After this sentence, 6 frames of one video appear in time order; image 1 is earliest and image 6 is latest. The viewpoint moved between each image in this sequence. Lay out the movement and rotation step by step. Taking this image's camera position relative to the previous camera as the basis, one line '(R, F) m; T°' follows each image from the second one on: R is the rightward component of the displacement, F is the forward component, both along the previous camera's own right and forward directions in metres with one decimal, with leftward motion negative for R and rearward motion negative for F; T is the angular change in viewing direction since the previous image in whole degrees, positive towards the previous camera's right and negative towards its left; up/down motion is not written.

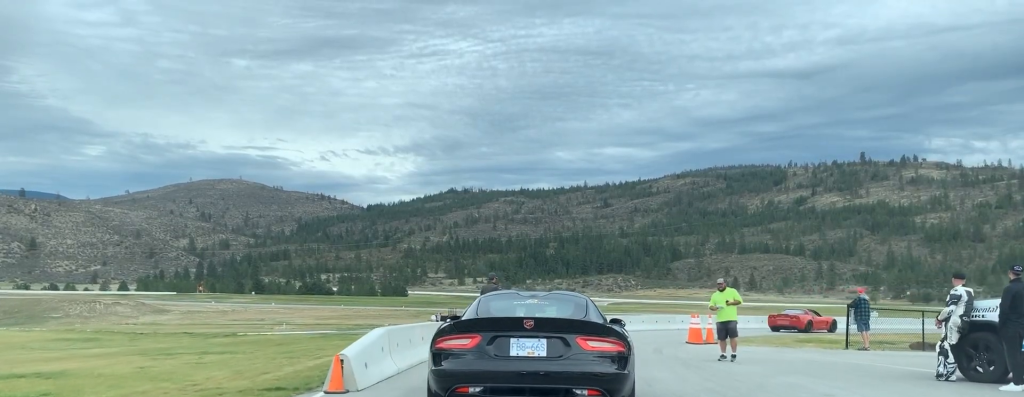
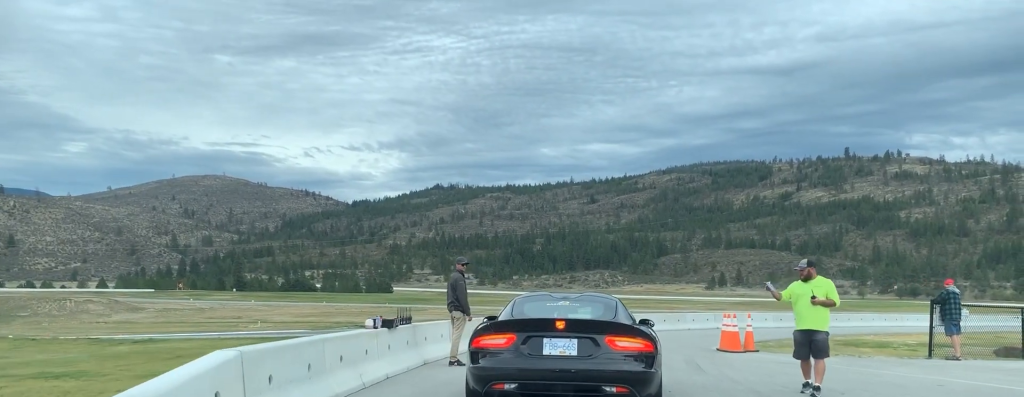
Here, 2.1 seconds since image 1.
(0.0, +5.6) m; -4°
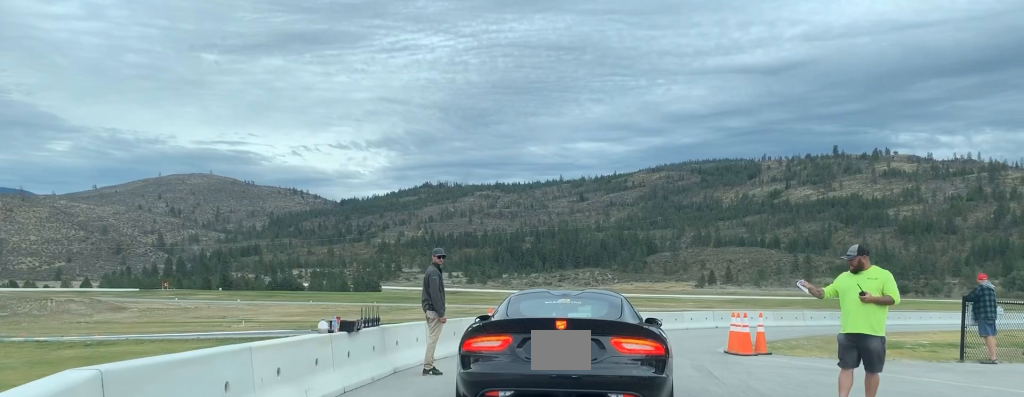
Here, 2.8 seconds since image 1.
(+0.1, +1.5) m; -5°
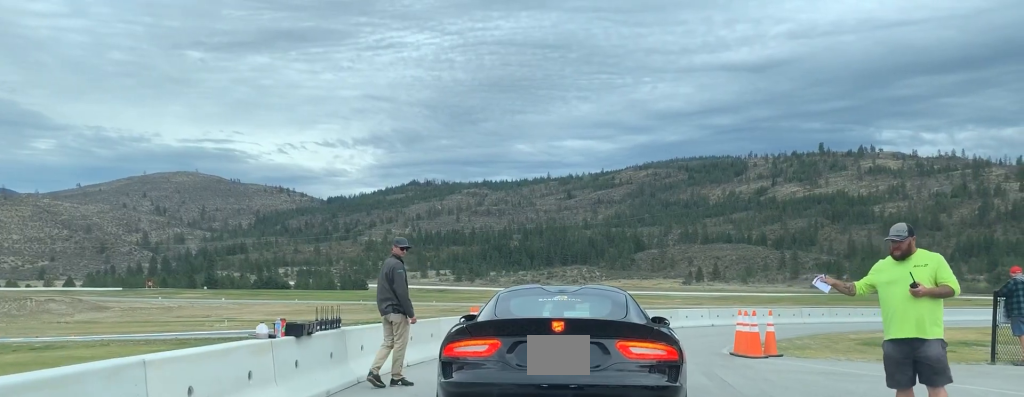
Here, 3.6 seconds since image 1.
(-0.4, +1.5) m; +2°
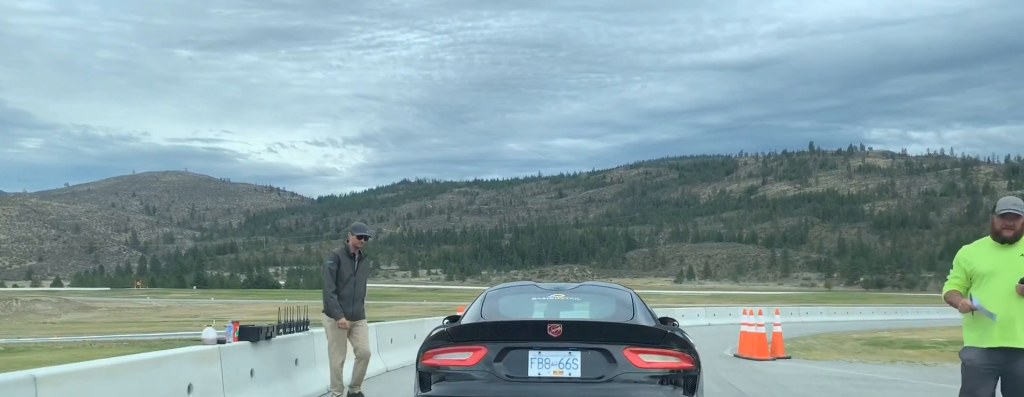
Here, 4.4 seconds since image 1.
(+0.4, +1.0) m; 0°
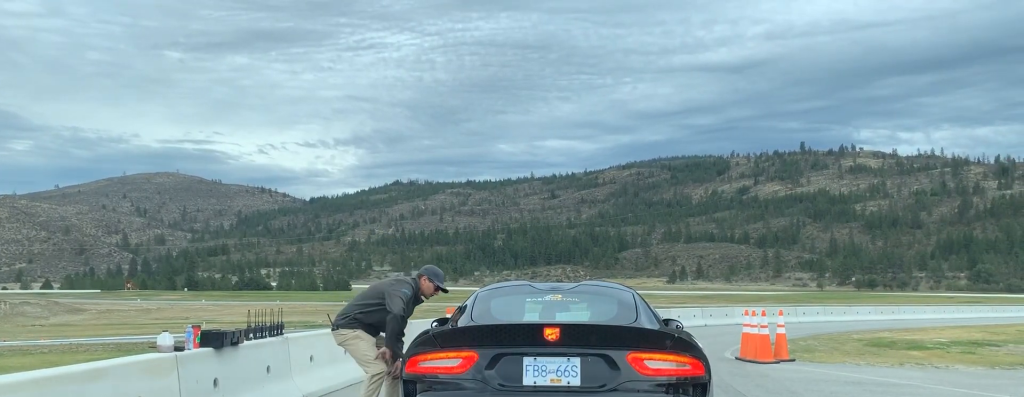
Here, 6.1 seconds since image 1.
(+0.1, +1.0) m; 0°
